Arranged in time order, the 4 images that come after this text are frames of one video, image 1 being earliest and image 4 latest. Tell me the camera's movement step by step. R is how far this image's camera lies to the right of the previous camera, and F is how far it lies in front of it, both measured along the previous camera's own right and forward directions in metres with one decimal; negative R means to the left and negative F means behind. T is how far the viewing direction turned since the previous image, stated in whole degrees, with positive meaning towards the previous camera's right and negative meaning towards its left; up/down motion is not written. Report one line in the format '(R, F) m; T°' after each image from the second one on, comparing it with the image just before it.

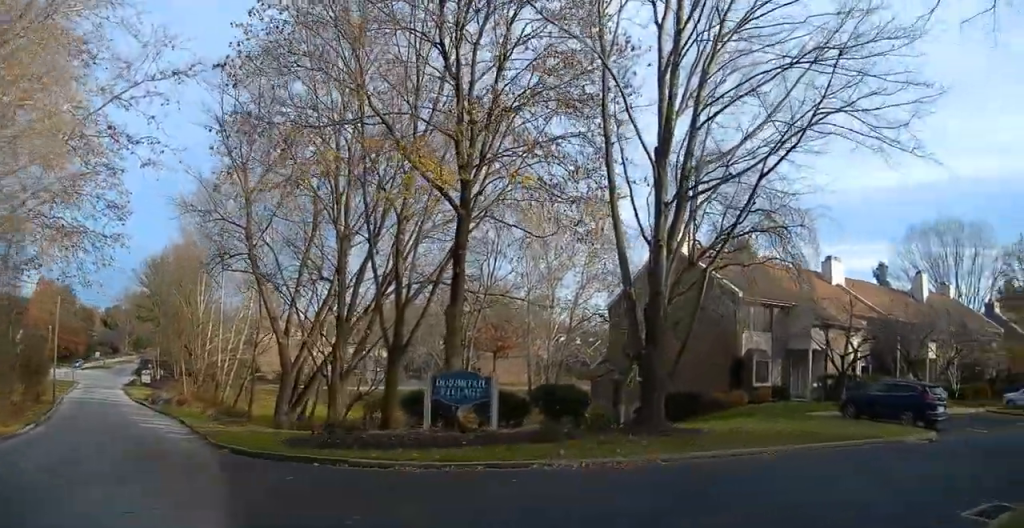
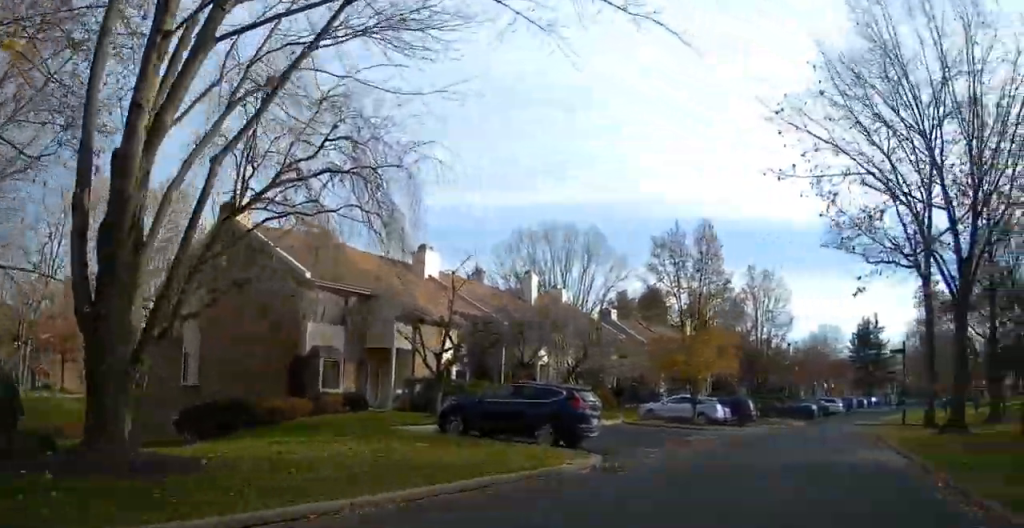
(+0.9, +7.9) m; +30°
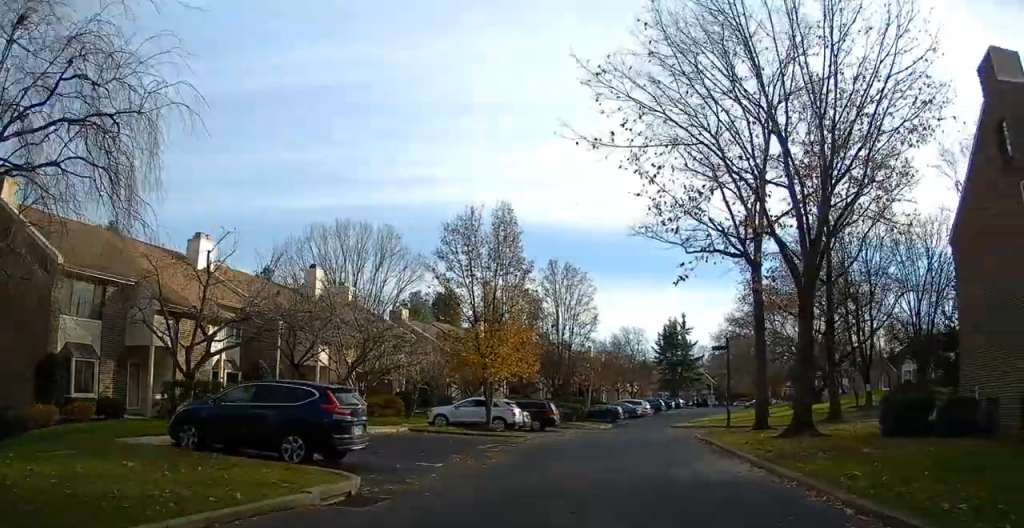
(+0.7, +3.4) m; +17°
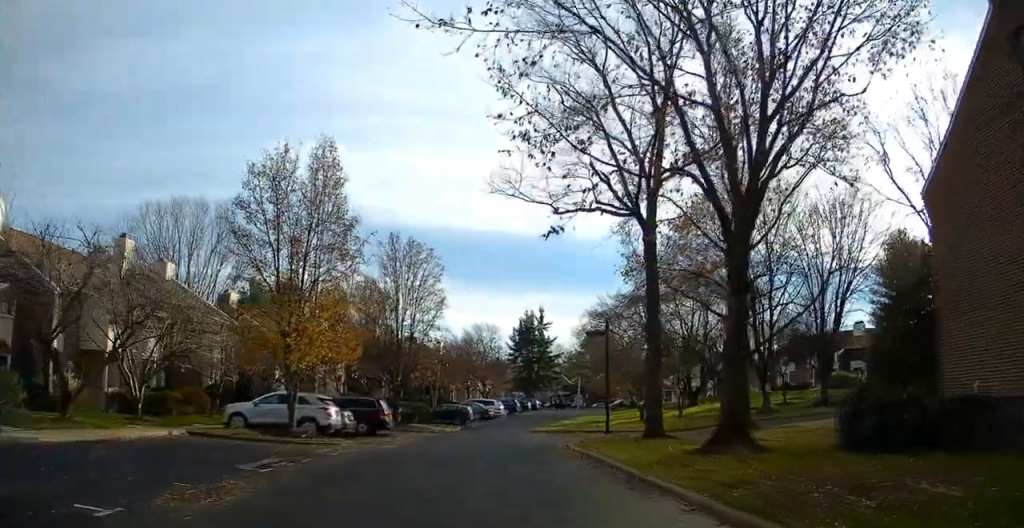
(+1.4, +7.2) m; +12°
